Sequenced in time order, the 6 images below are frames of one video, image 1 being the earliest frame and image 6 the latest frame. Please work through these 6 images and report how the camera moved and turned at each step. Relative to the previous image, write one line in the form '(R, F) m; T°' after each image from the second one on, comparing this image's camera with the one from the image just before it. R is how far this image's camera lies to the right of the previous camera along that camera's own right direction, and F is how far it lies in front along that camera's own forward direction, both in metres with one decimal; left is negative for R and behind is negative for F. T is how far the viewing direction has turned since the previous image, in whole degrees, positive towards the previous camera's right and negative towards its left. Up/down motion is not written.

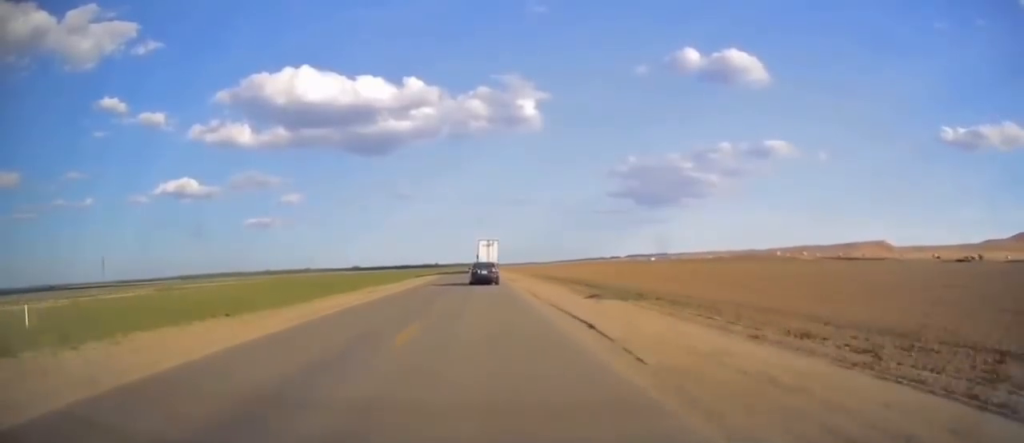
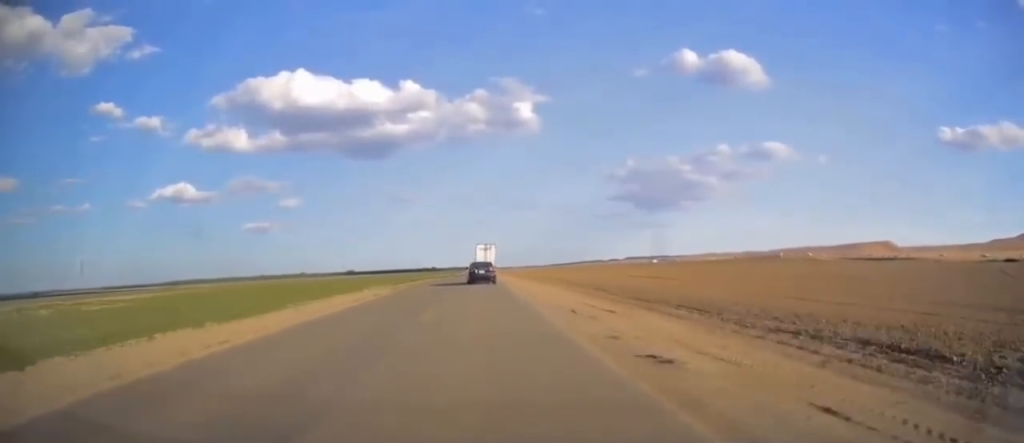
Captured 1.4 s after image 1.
(-0.7, +38.6) m; -1°
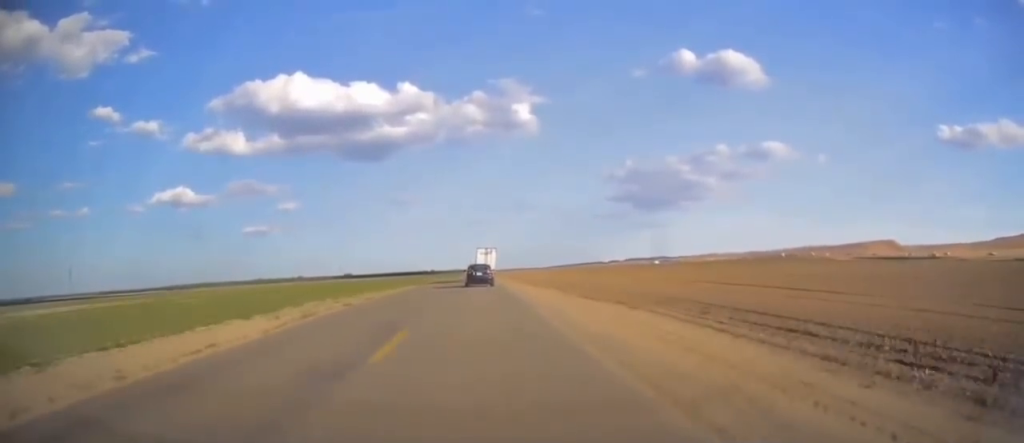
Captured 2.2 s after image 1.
(+0.1, +21.8) m; +1°
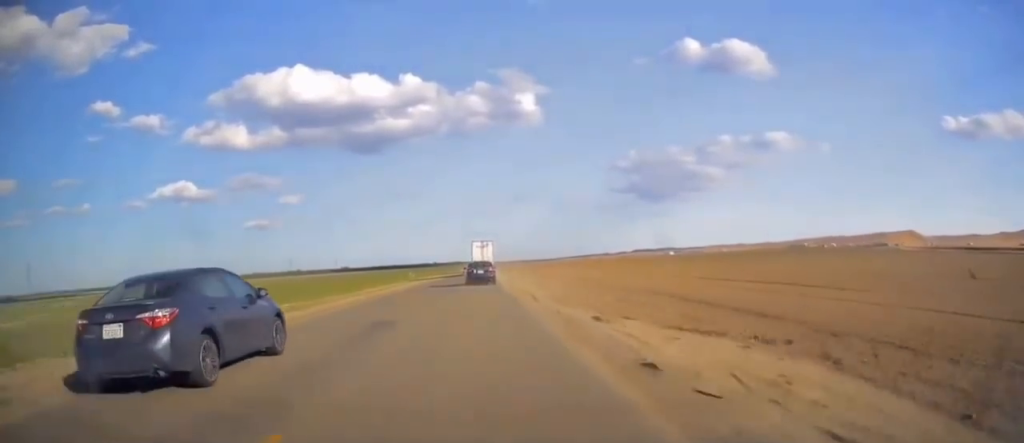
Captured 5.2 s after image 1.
(+0.7, +81.0) m; -1°
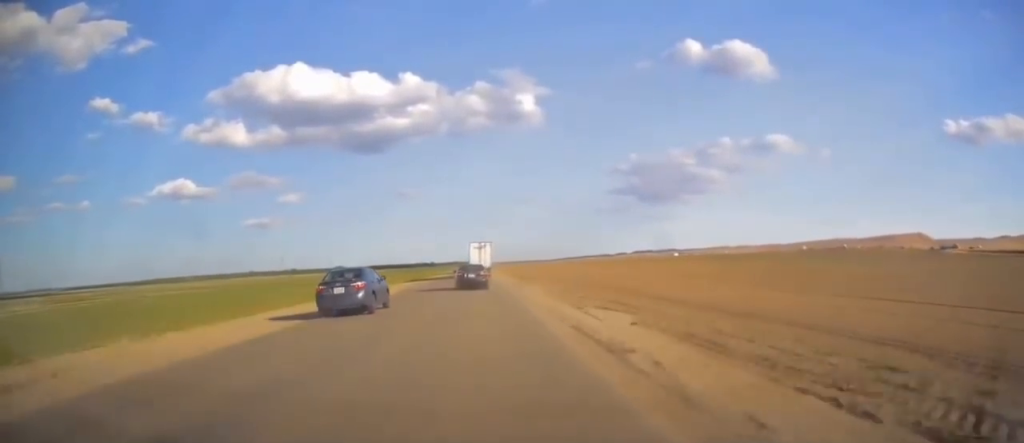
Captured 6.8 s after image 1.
(-0.4, +44.6) m; 0°
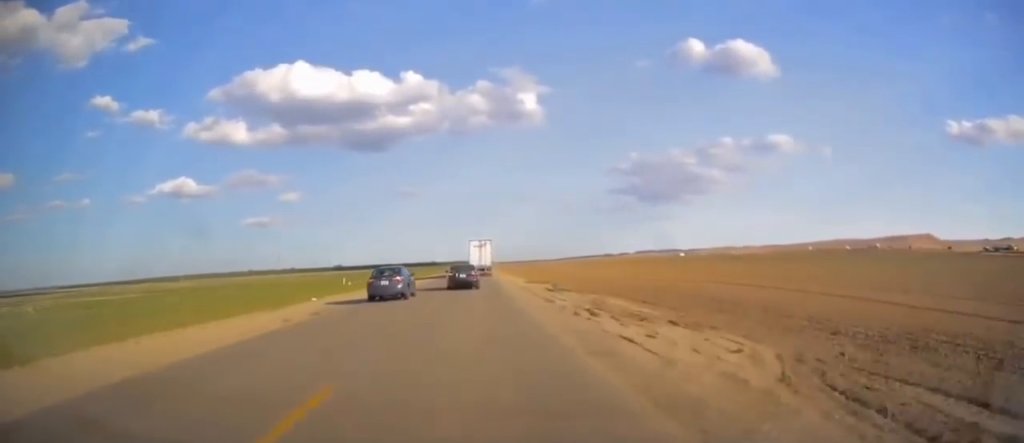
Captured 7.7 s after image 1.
(+0.4, +26.9) m; 0°
